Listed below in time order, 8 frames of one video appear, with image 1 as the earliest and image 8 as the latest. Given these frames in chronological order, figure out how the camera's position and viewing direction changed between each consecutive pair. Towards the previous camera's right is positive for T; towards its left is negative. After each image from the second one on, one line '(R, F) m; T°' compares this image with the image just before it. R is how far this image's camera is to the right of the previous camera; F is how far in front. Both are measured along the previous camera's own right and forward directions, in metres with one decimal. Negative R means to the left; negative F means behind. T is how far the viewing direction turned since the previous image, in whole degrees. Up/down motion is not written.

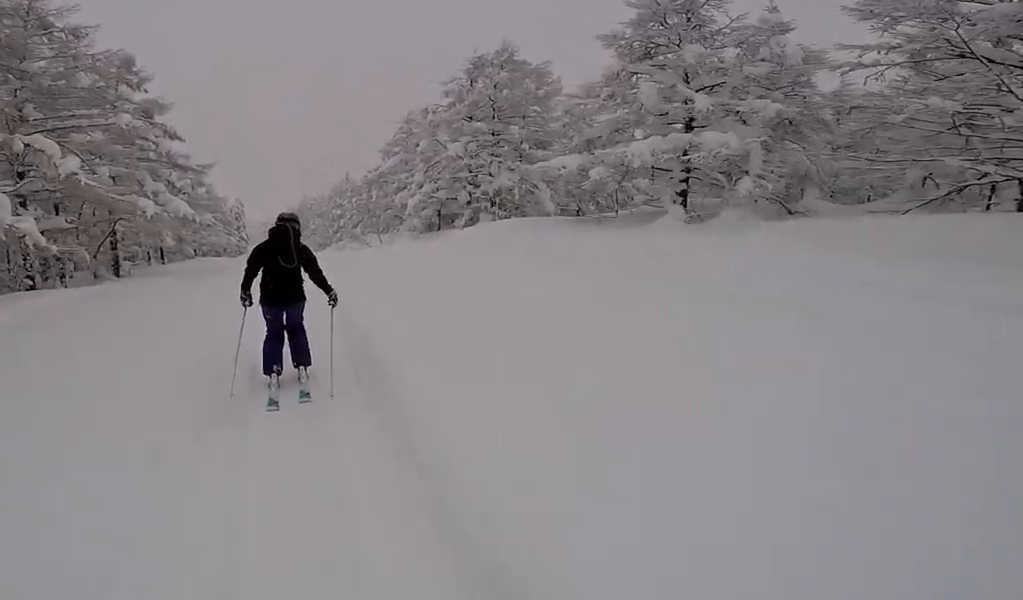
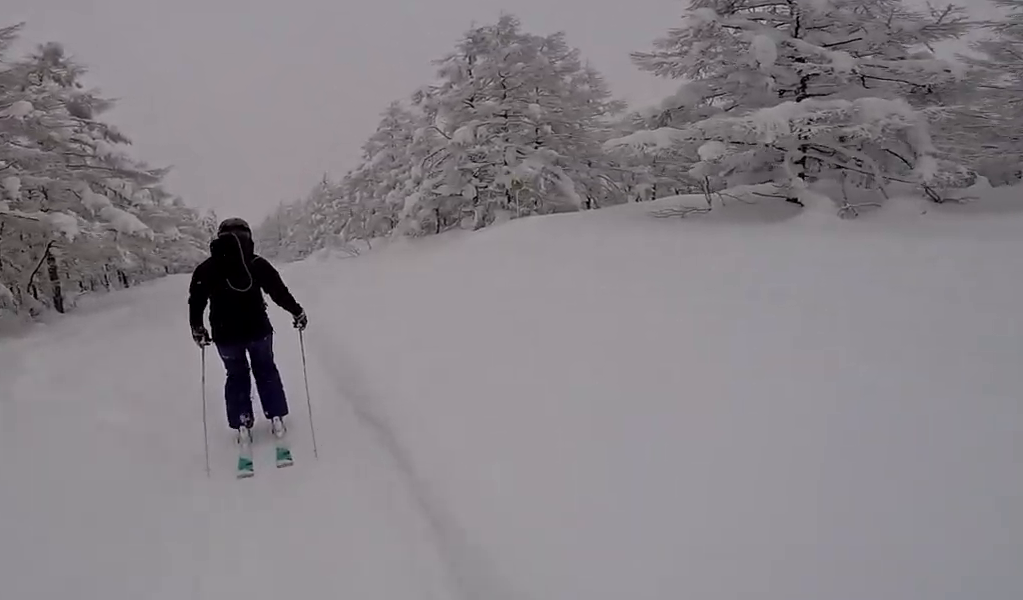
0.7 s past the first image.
(-0.1, +5.0) m; +3°
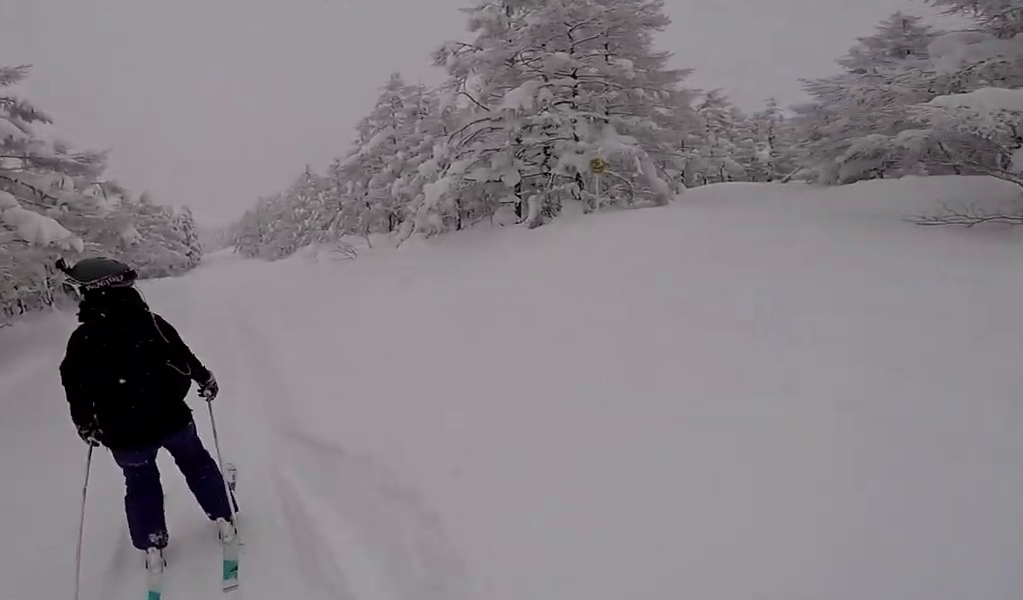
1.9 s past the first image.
(+0.5, +7.1) m; +4°
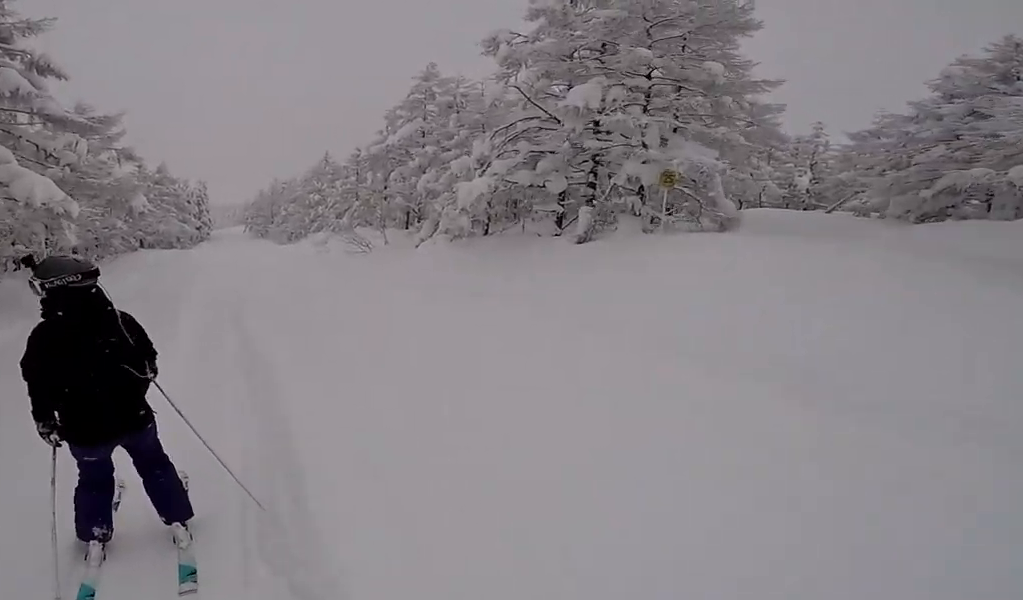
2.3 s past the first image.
(+0.1, +2.5) m; -6°
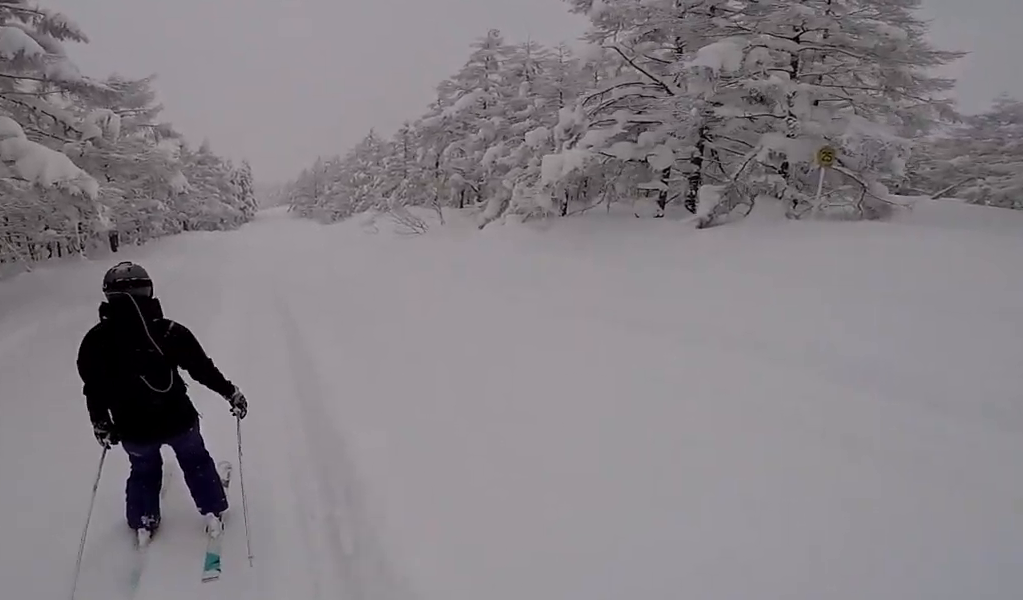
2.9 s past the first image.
(+0.2, +3.2) m; -6°
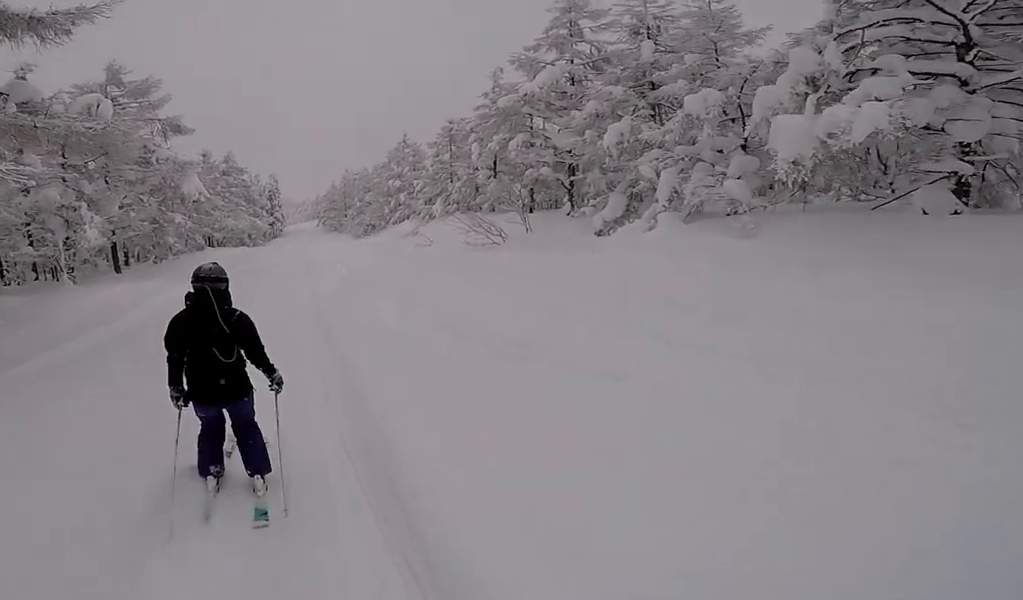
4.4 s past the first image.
(-0.4, +7.1) m; 0°
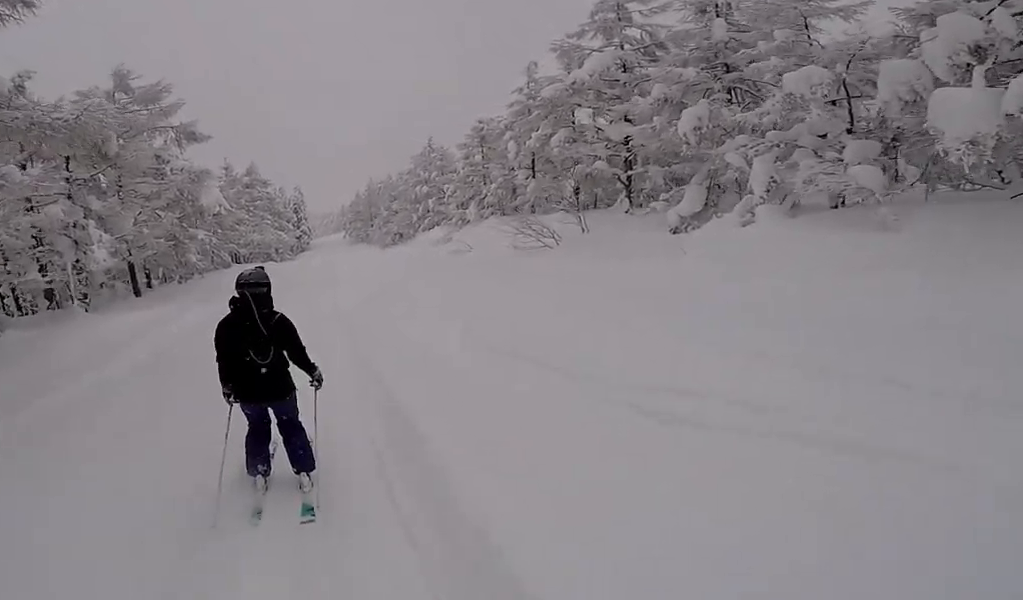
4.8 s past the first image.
(+0.7, +2.0) m; -1°
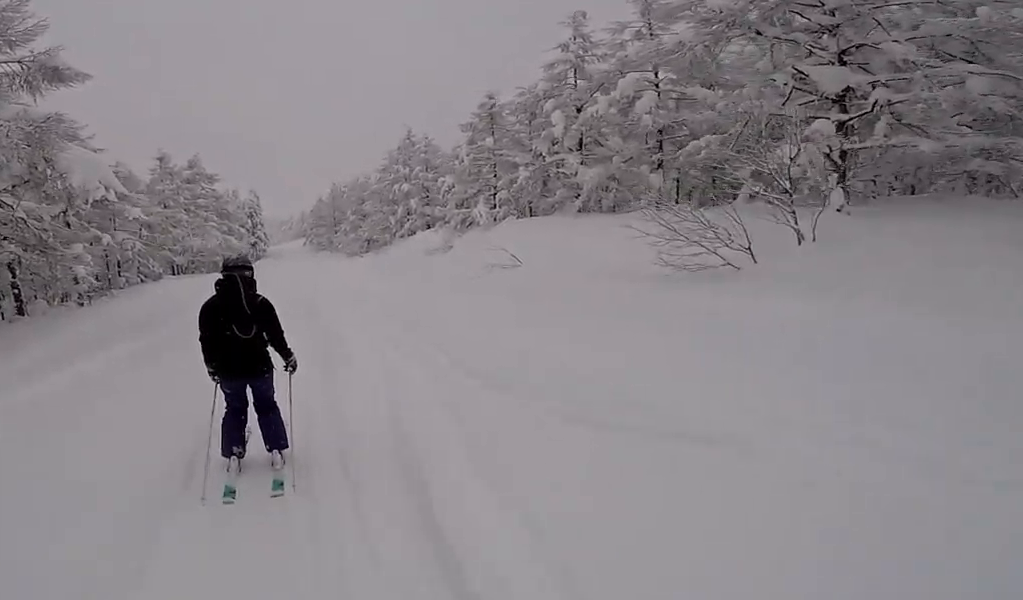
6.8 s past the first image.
(-0.5, +10.6) m; +13°
